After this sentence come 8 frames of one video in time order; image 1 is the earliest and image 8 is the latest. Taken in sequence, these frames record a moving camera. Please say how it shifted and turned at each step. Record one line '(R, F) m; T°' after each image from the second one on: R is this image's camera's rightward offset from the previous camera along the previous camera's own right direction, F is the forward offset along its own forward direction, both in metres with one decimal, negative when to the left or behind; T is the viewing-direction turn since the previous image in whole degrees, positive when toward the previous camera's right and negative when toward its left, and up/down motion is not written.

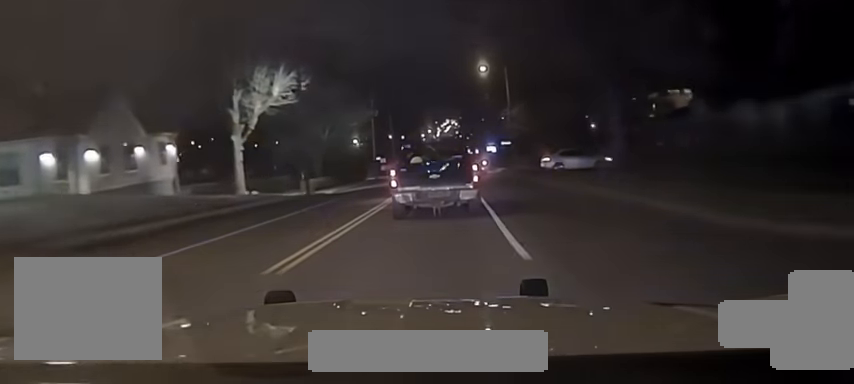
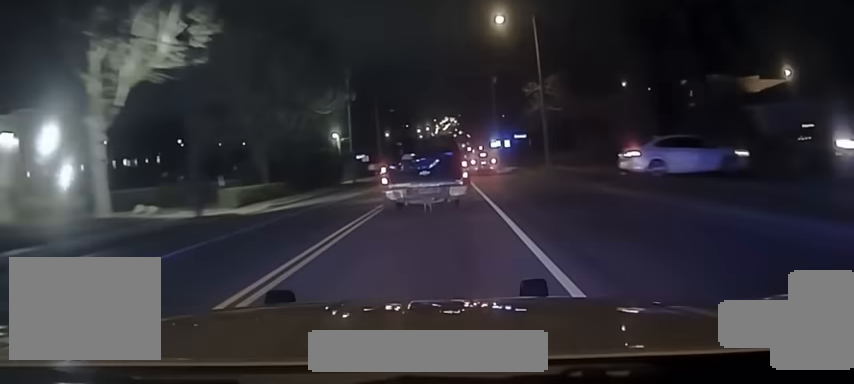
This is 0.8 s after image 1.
(-0.1, +21.0) m; 0°
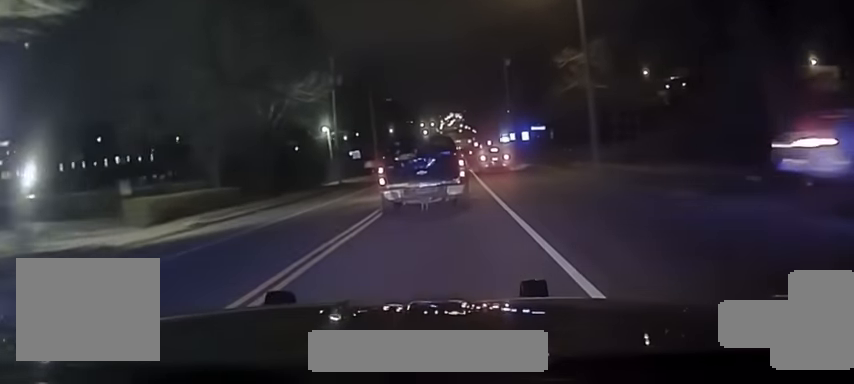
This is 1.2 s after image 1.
(0.0, +13.3) m; 0°
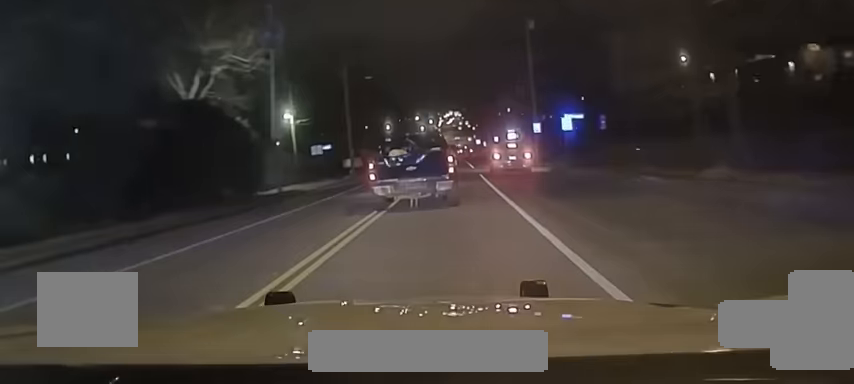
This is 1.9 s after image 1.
(0.0, +23.0) m; 0°
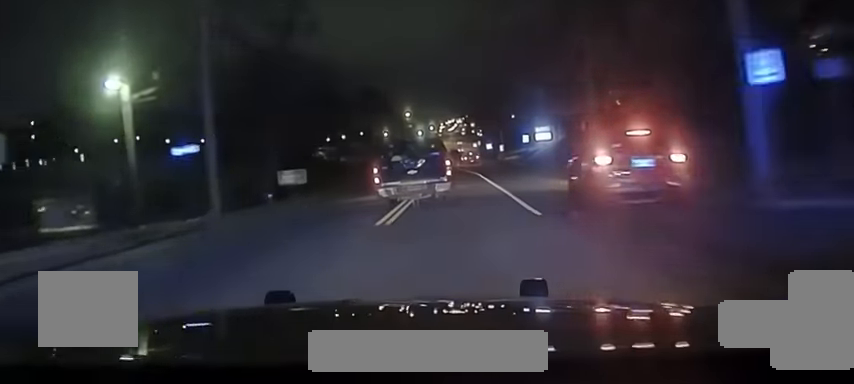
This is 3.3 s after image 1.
(-0.4, +44.5) m; -1°
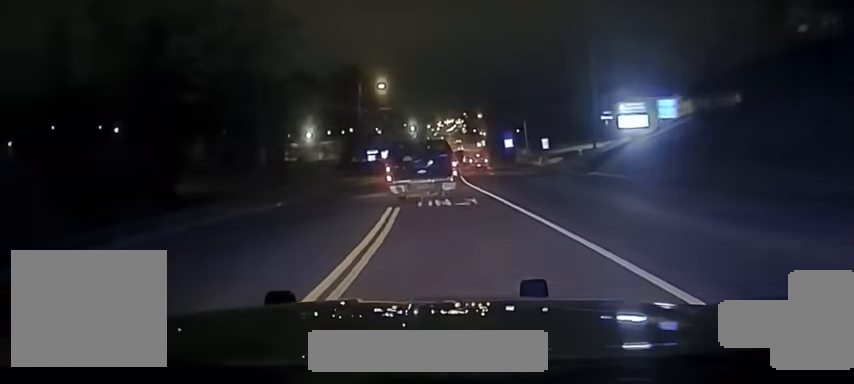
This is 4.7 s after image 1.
(+0.1, +42.7) m; 0°
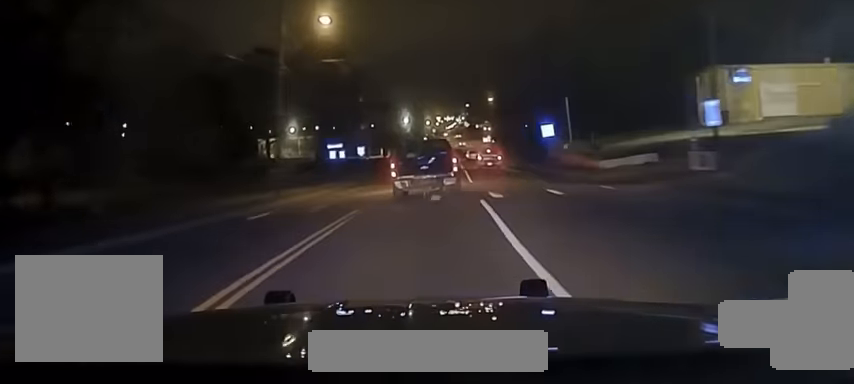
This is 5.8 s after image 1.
(+0.1, +29.5) m; 0°
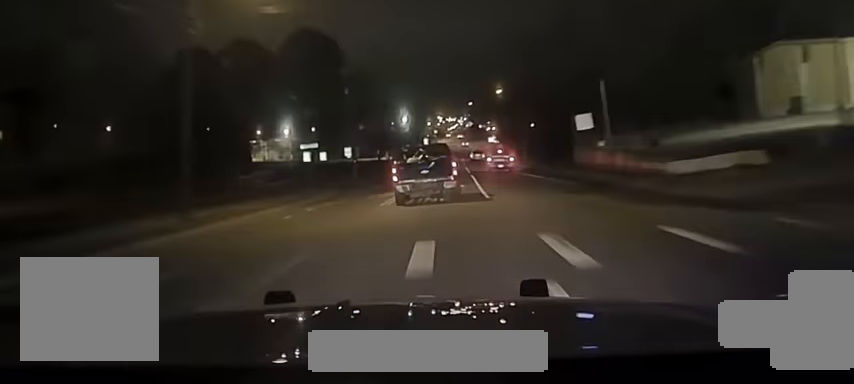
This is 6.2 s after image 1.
(-0.1, +11.2) m; 0°
